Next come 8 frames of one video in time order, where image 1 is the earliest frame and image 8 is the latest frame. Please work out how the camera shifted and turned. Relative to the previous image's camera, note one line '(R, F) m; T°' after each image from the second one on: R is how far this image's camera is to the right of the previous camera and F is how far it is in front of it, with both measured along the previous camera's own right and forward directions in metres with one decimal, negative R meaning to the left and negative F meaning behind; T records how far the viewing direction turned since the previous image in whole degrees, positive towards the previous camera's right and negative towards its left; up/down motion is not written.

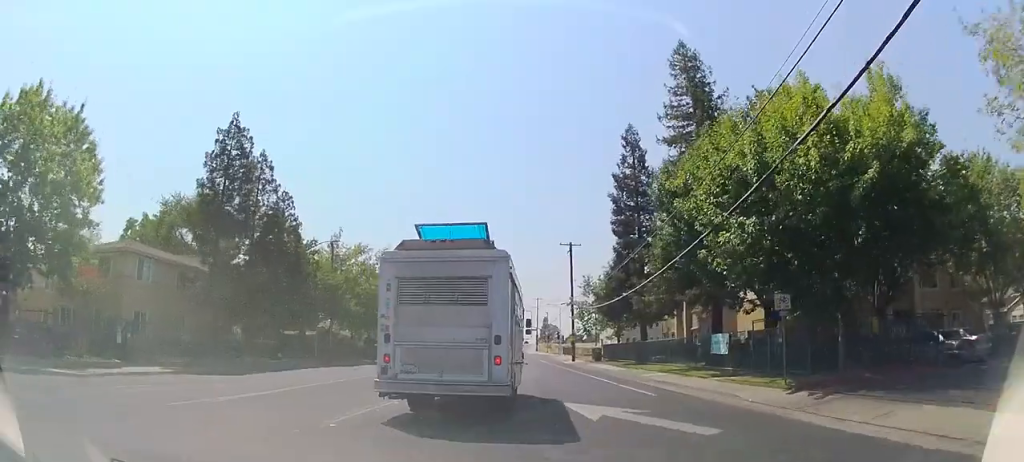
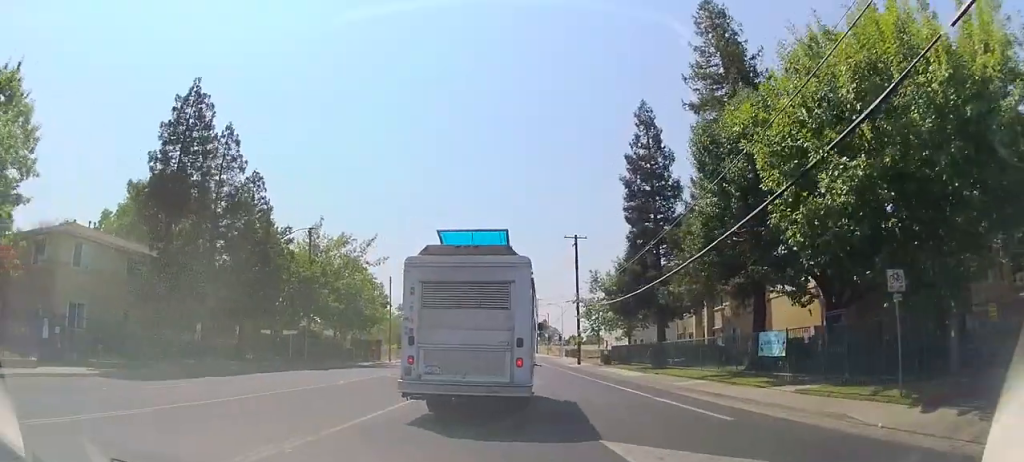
(0.0, +5.9) m; +1°
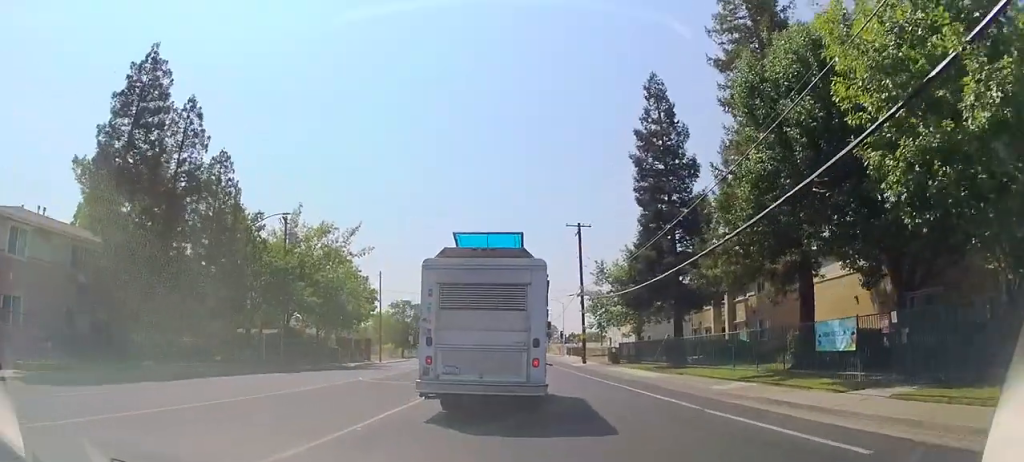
(0.0, +4.7) m; +1°
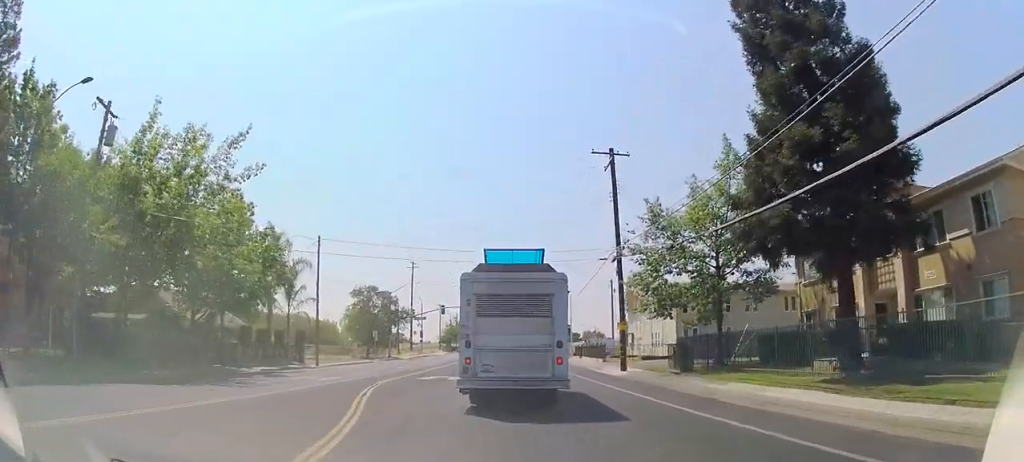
(-0.5, +20.3) m; -4°
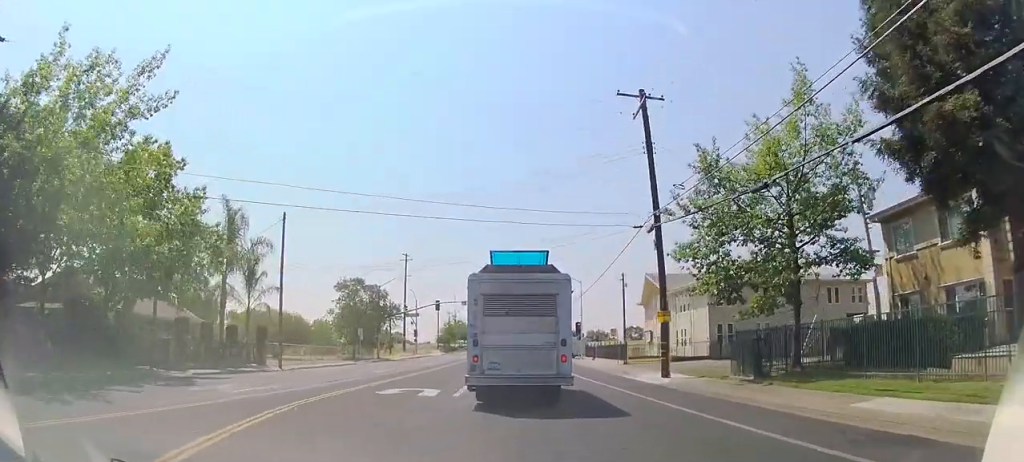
(+0.3, +7.9) m; +3°
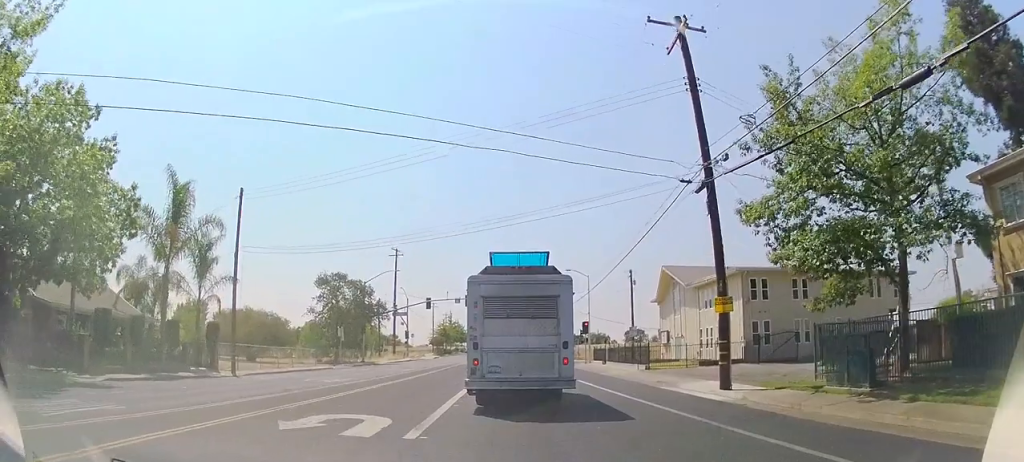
(0.0, +6.5) m; 0°
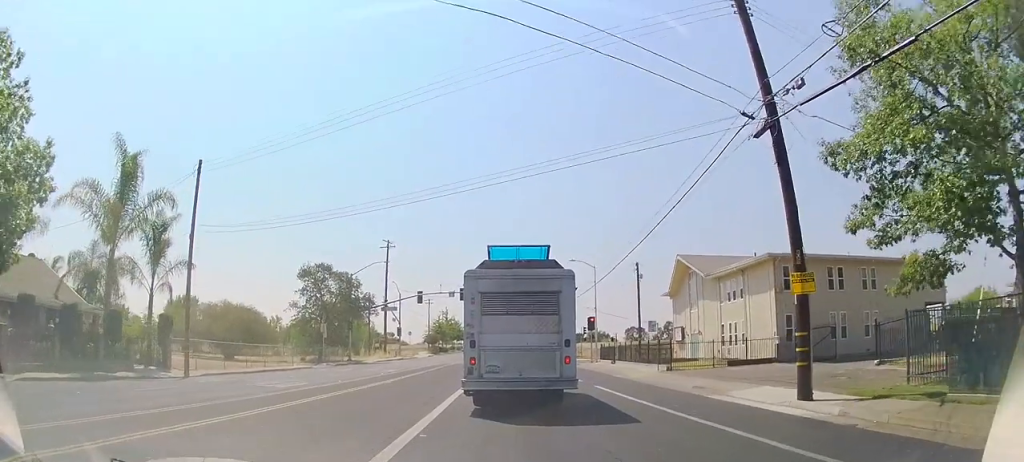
(0.0, +4.8) m; 0°
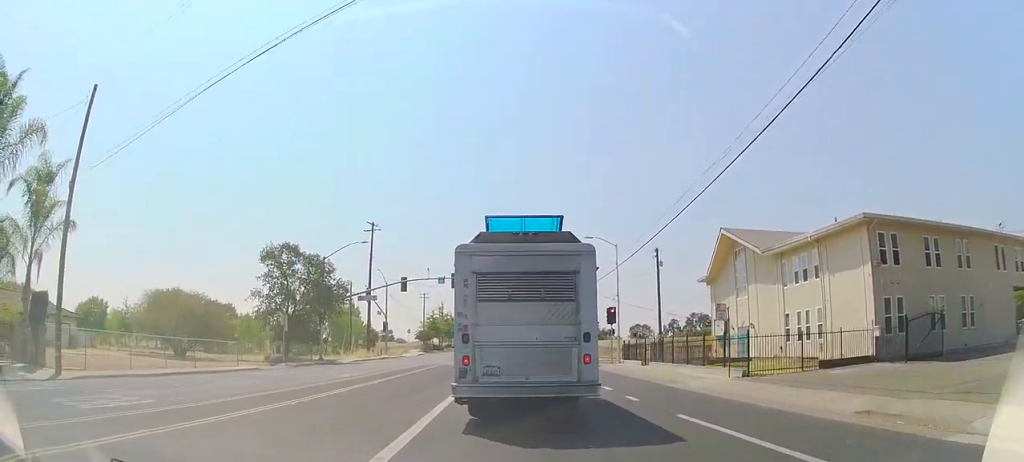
(0.0, +9.9) m; 0°
